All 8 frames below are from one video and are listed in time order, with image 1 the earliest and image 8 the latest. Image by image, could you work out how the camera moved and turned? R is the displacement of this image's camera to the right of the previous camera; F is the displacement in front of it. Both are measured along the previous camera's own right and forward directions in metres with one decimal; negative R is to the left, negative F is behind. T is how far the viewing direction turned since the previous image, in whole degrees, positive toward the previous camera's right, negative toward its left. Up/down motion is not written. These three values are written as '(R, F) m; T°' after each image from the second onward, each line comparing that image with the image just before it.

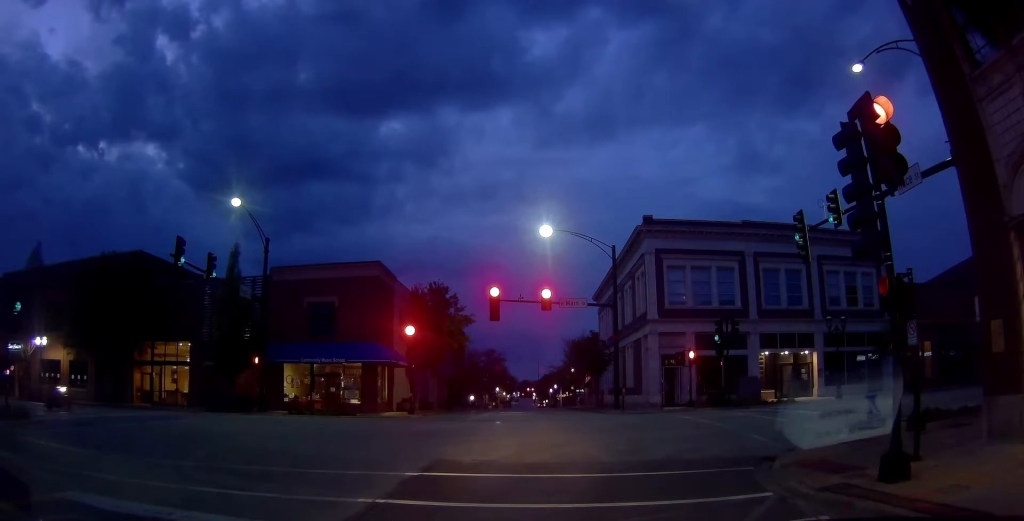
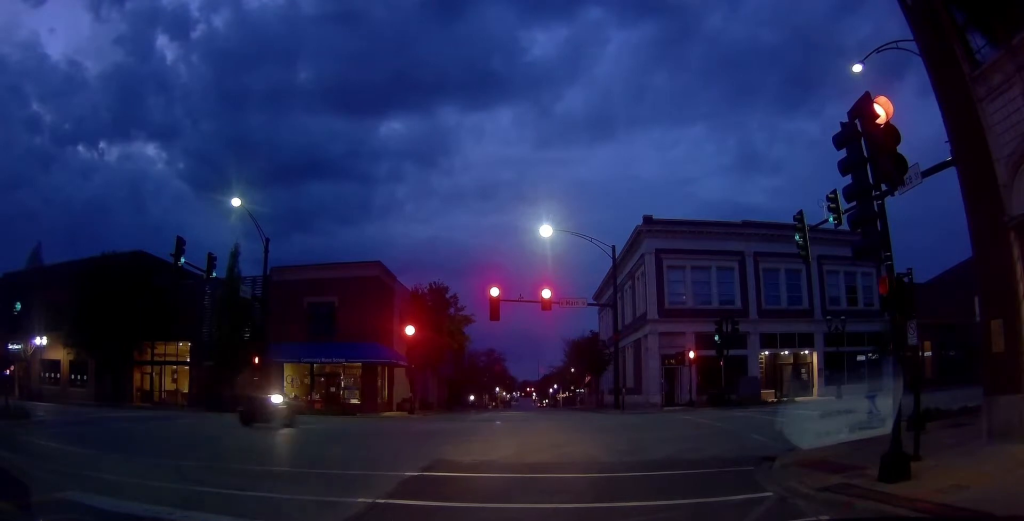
(0.0, 0.0) m; 0°
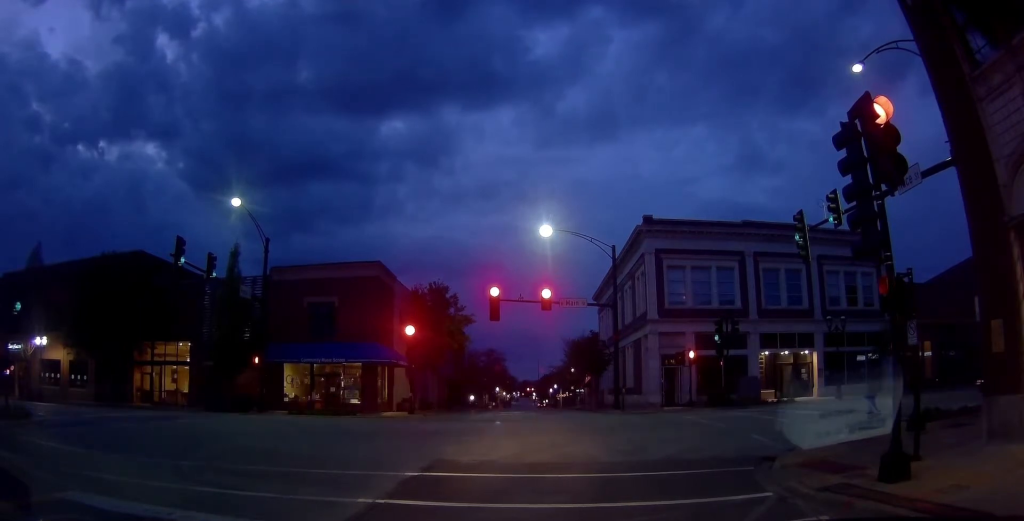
(0.0, 0.0) m; 0°
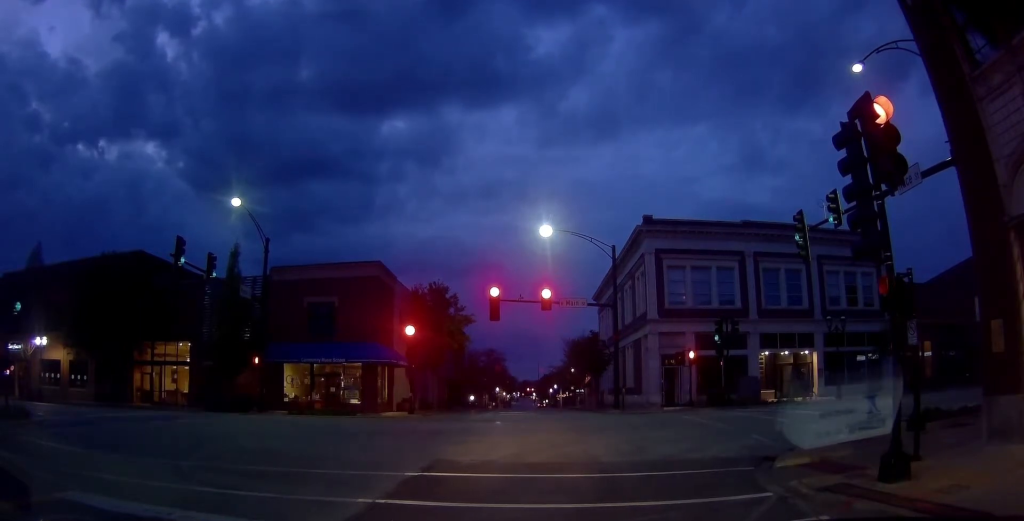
(0.0, 0.0) m; 0°
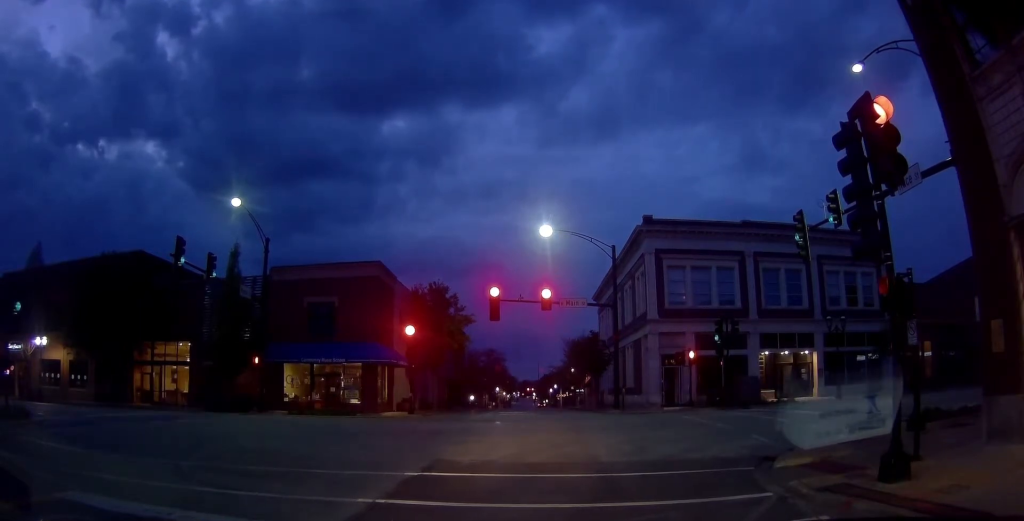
(0.0, 0.0) m; 0°
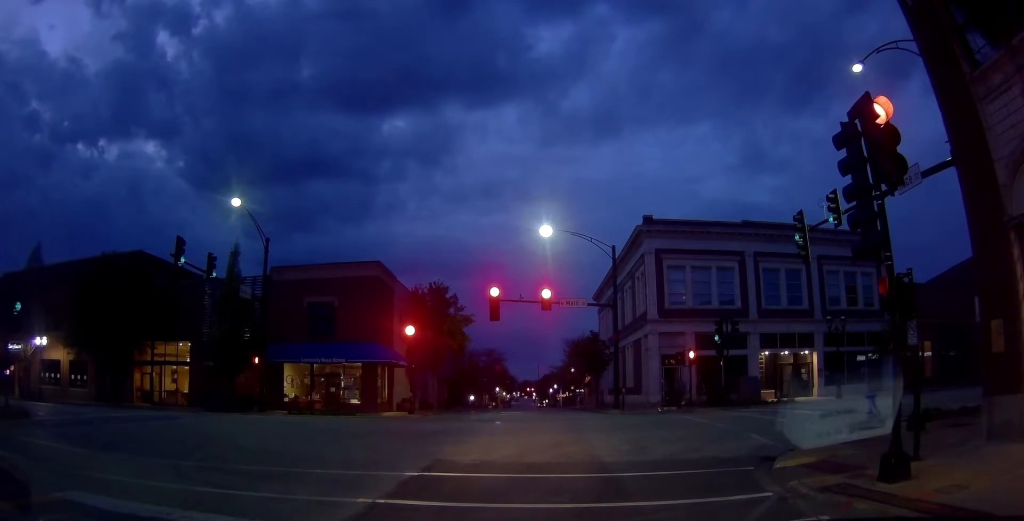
(0.0, 0.0) m; 0°
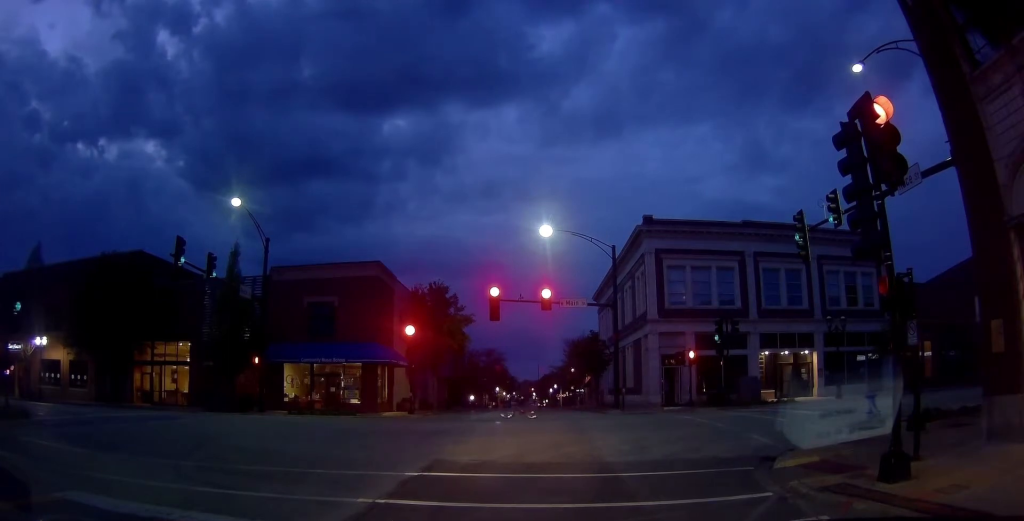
(0.0, 0.0) m; 0°
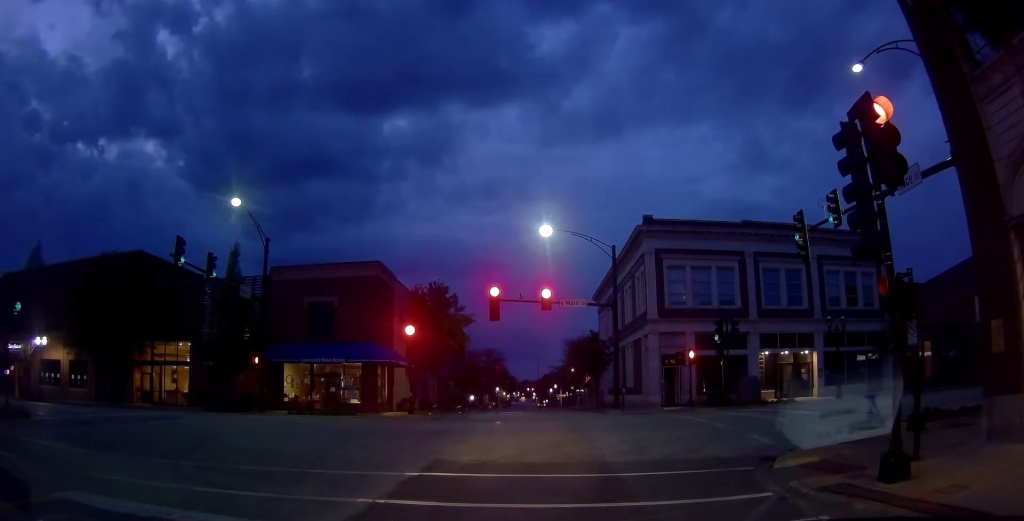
(0.0, 0.0) m; 0°
